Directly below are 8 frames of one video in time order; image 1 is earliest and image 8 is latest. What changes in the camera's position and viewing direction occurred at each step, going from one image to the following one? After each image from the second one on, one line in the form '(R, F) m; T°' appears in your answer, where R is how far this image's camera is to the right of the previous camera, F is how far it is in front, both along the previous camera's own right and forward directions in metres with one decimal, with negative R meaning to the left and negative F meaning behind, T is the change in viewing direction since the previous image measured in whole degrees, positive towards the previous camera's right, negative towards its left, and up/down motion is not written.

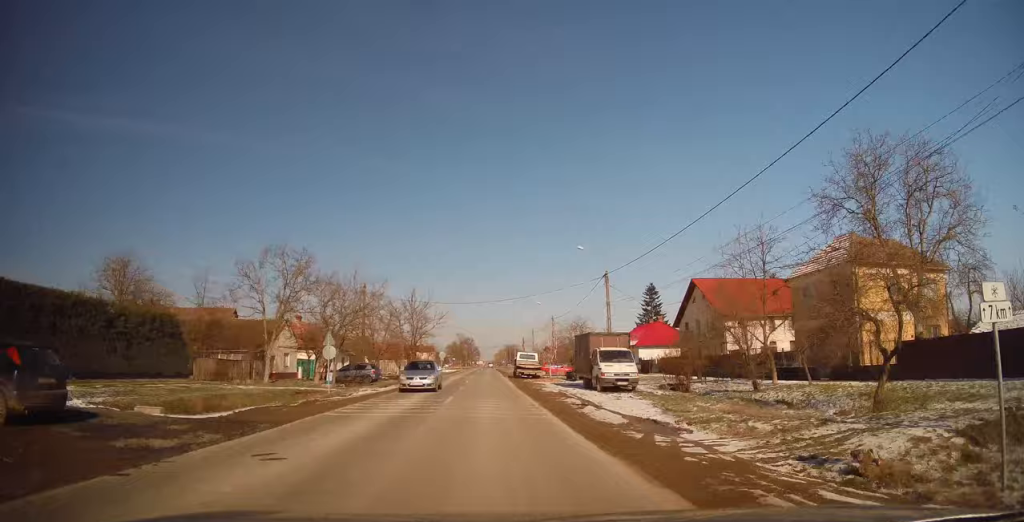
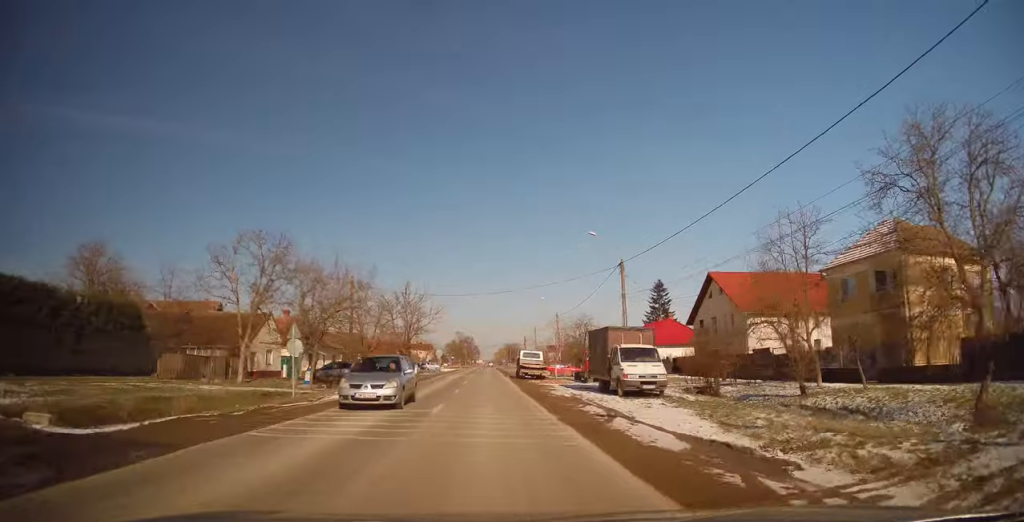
(0.0, +4.0) m; +1°
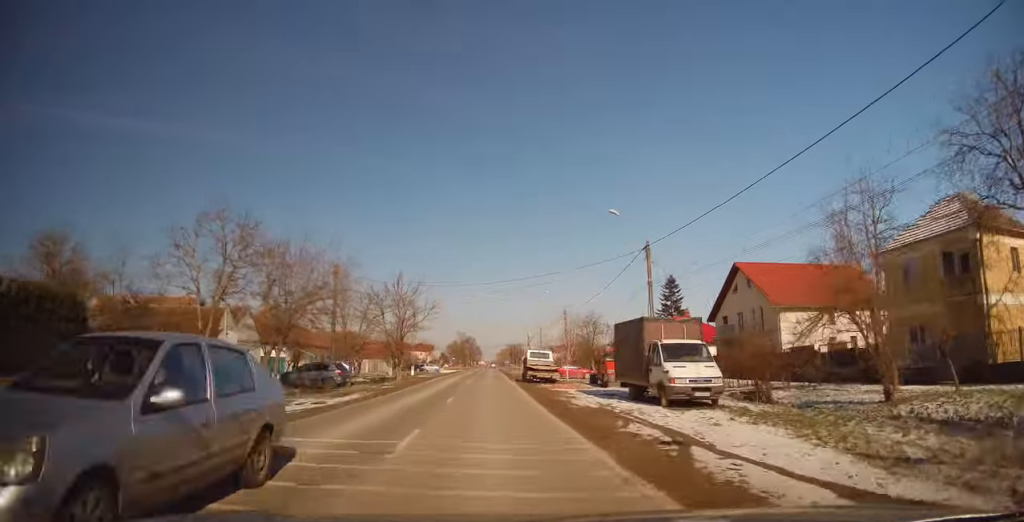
(0.0, +4.8) m; 0°
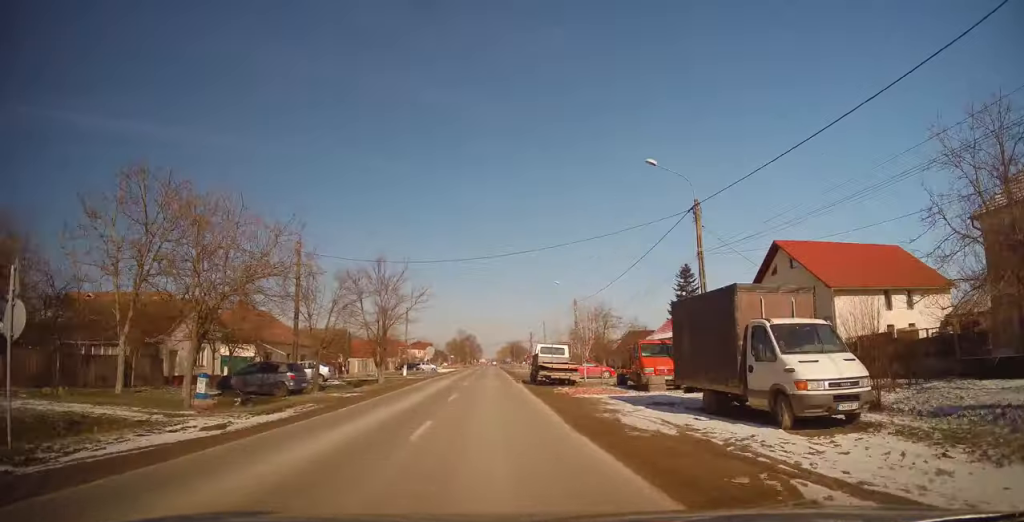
(+0.1, +6.6) m; -1°
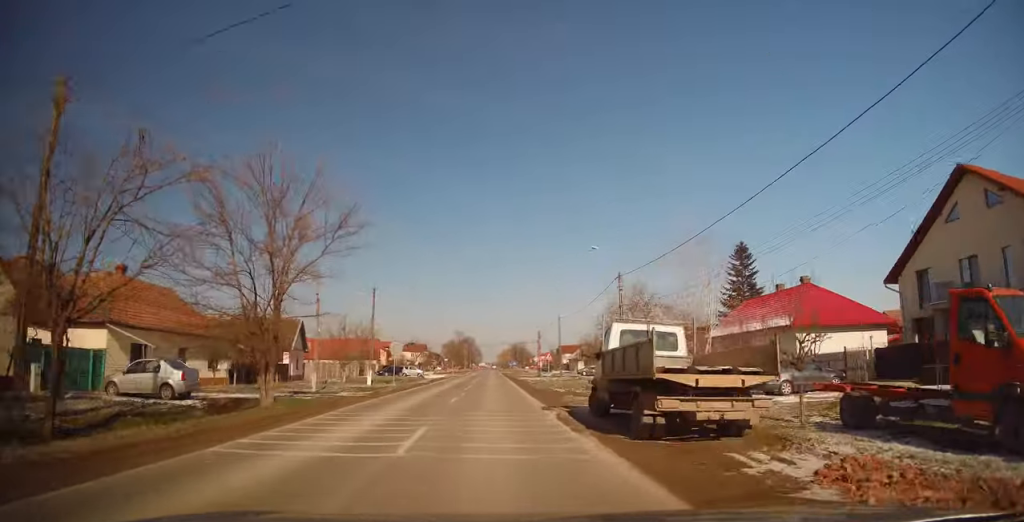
(-0.4, +18.4) m; -1°
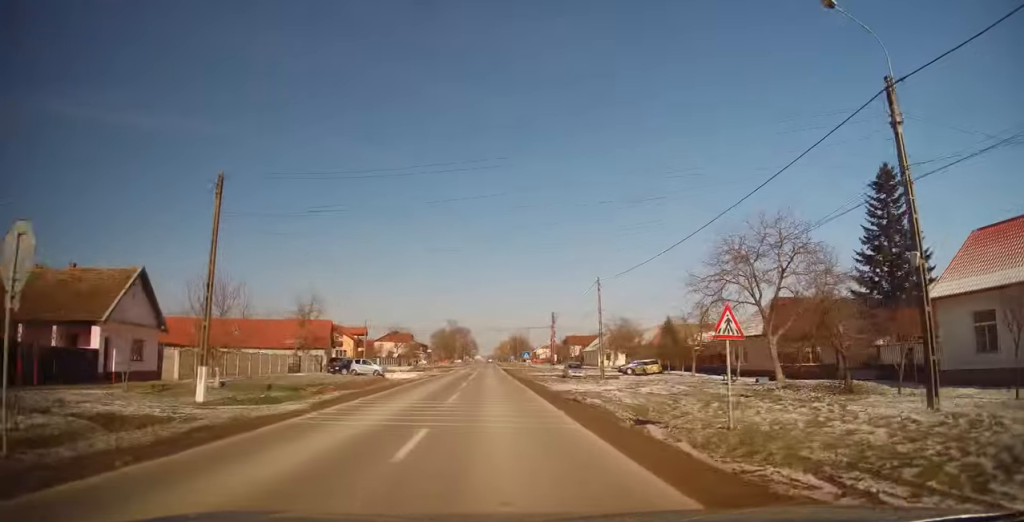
(+0.6, +26.9) m; 0°
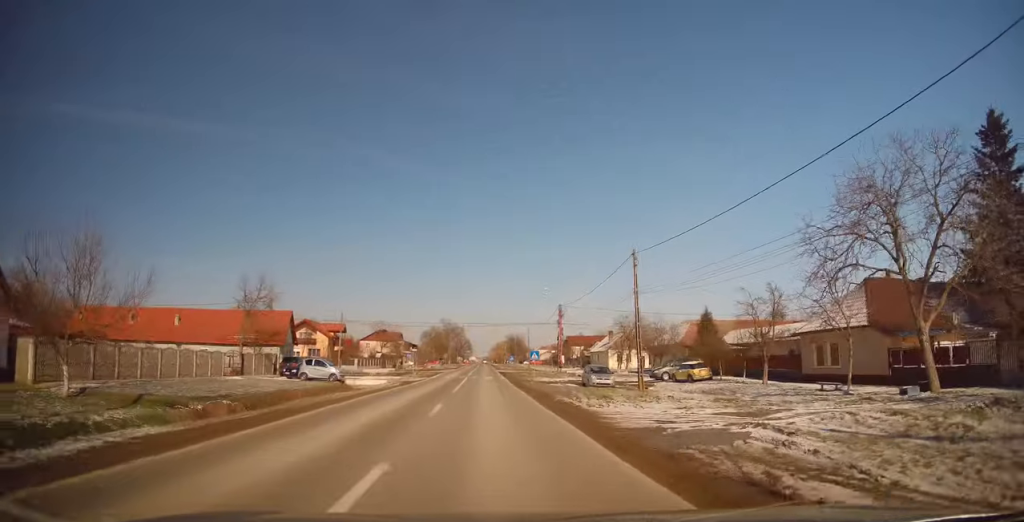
(-0.2, +12.3) m; 0°
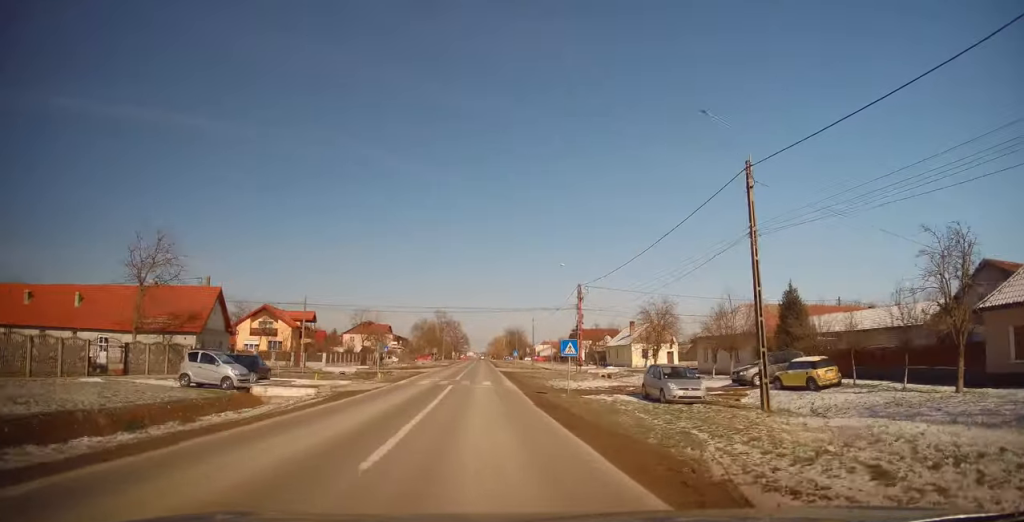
(+0.3, +15.1) m; +1°
